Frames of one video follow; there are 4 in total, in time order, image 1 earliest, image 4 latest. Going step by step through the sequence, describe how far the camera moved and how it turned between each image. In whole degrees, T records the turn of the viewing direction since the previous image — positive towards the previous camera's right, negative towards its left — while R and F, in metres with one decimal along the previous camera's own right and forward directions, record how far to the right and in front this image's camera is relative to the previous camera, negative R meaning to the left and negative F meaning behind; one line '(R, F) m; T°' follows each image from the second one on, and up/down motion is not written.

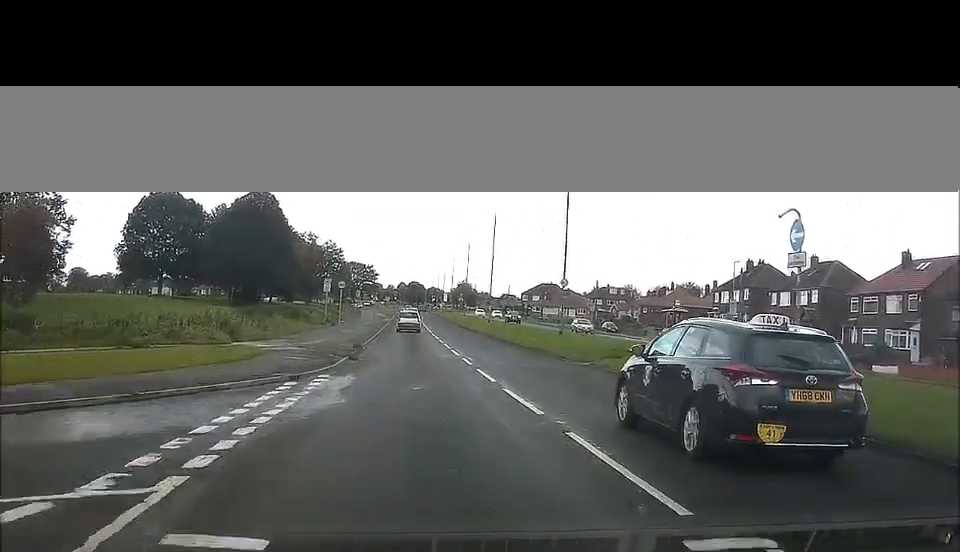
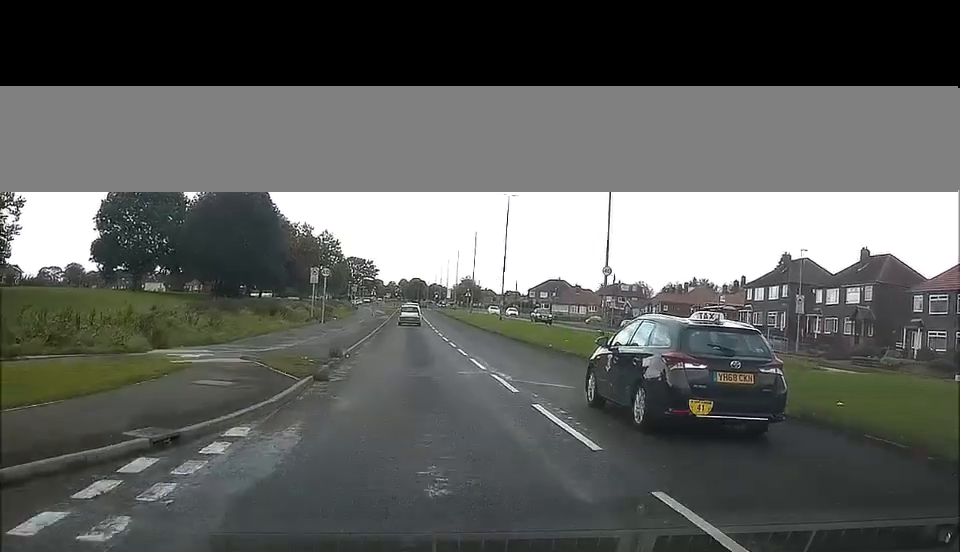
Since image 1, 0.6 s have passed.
(0.0, +9.5) m; 0°
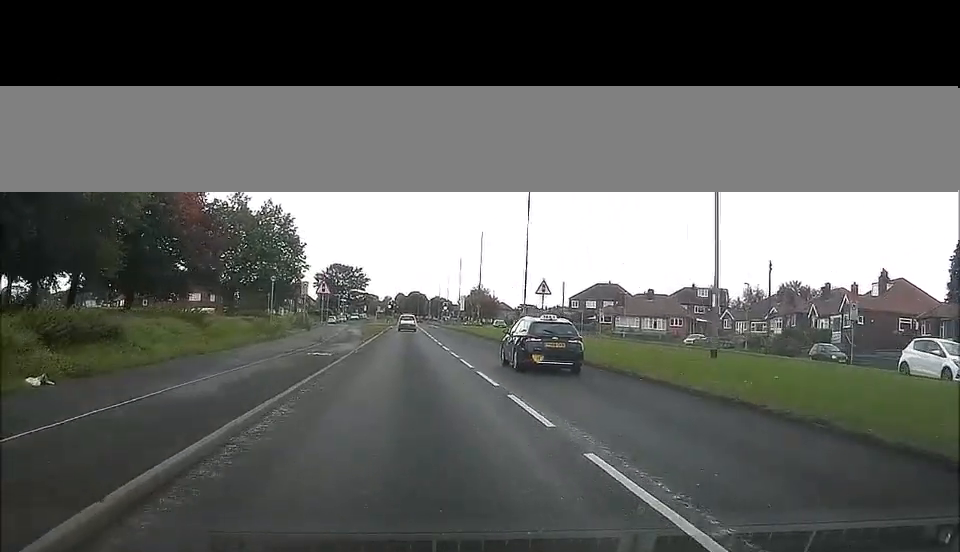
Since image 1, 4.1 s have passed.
(+1.5, +53.8) m; +2°
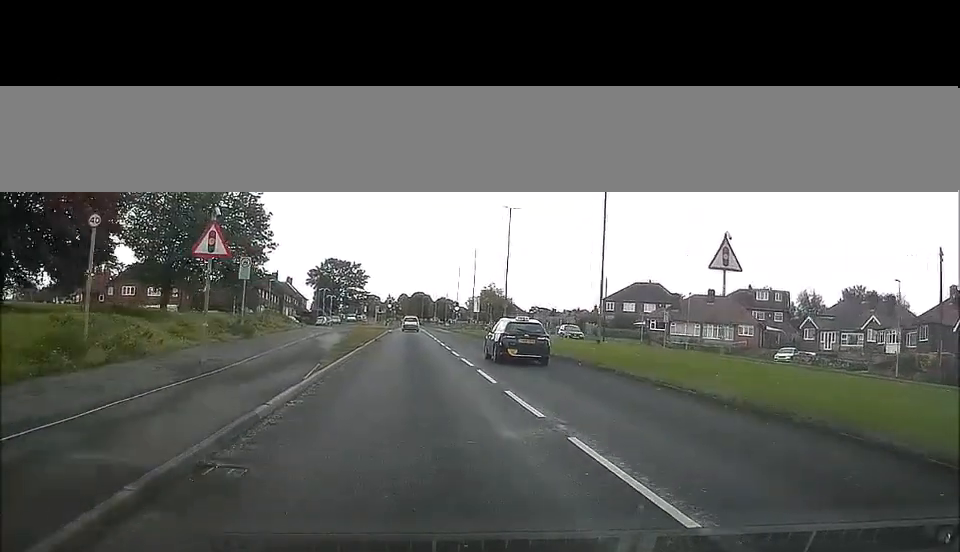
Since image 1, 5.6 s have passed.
(-0.4, +23.8) m; -1°
